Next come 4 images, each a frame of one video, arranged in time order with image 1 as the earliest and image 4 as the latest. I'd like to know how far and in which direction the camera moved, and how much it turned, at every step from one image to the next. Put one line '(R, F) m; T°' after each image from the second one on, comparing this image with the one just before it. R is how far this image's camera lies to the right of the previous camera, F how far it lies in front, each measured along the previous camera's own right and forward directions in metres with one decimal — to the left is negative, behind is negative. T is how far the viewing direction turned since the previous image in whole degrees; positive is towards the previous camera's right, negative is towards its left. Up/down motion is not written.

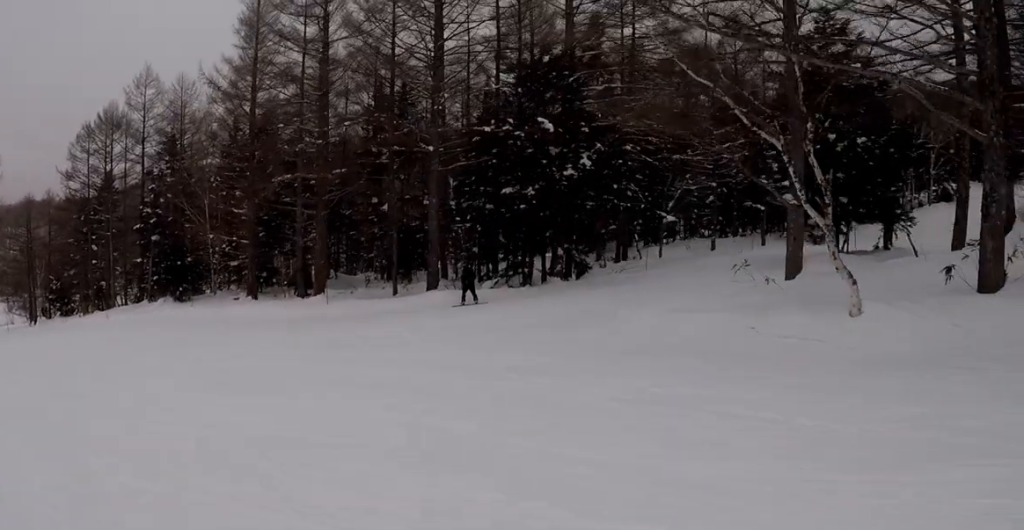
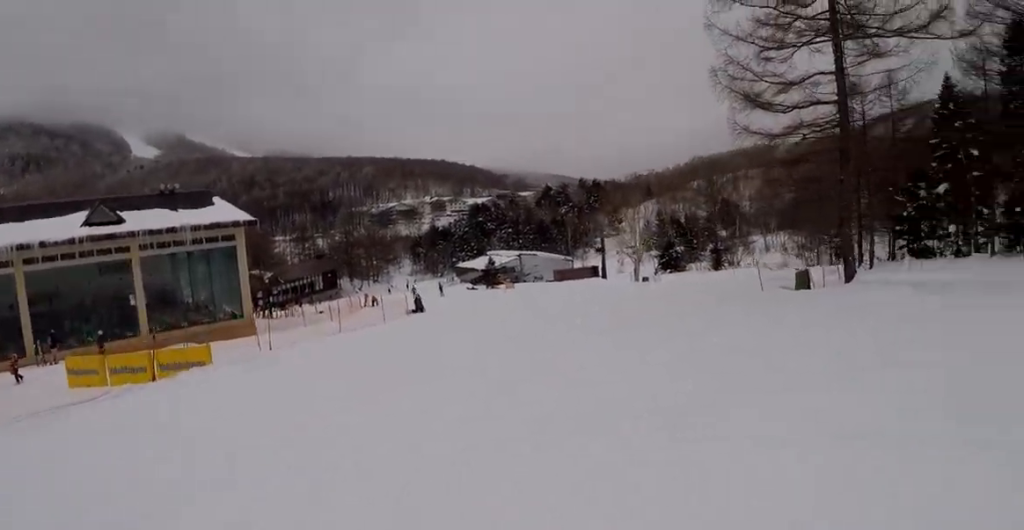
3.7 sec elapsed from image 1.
(-4.6, +31.0) m; -13°
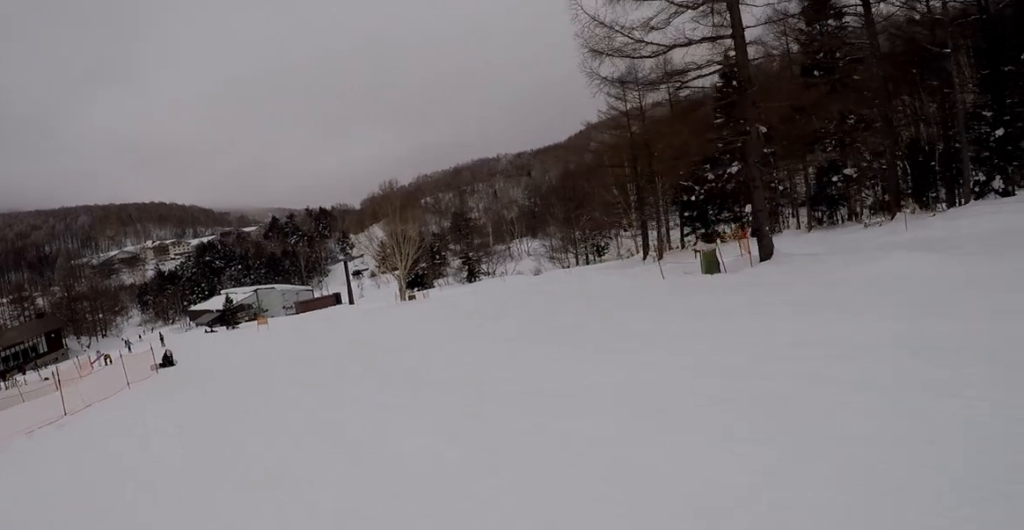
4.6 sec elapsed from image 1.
(+0.1, +7.4) m; +8°
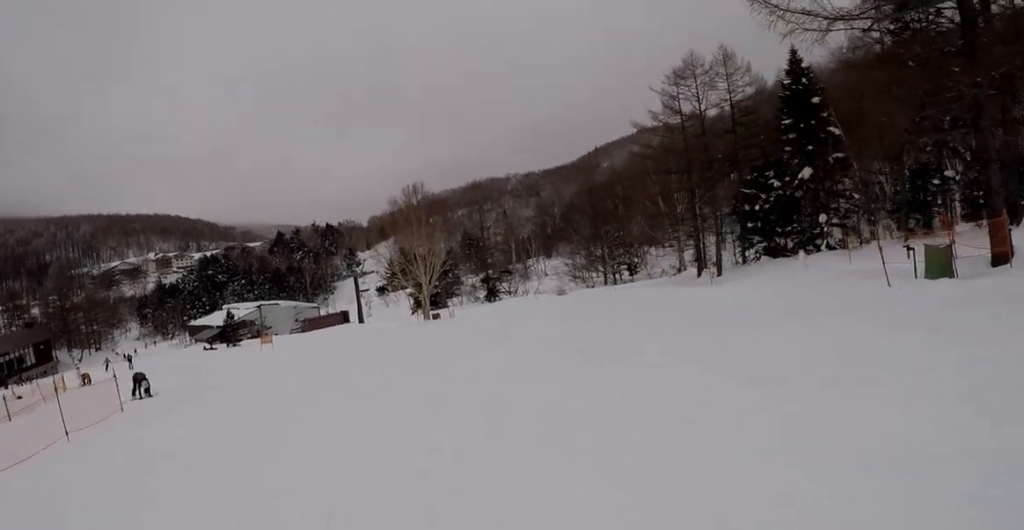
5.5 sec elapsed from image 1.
(+1.0, +6.4) m; +1°
